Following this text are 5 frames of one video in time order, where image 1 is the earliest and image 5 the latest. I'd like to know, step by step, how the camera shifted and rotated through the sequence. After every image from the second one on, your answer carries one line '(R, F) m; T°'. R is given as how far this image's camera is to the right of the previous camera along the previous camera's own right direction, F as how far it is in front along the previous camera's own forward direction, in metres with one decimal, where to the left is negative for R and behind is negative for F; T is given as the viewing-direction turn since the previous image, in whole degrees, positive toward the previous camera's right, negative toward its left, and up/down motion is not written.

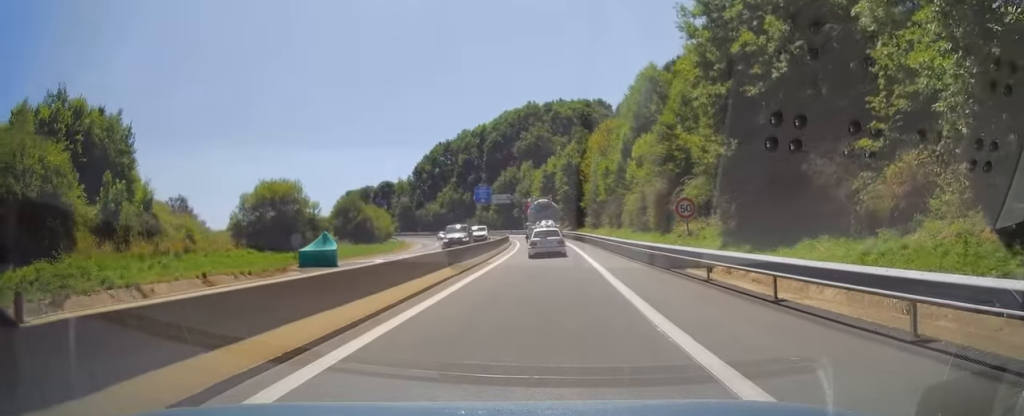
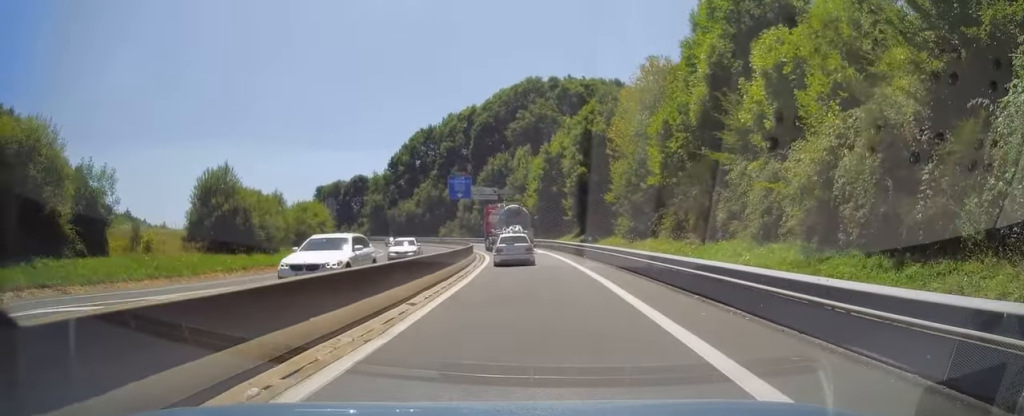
(+1.0, +31.9) m; +2°
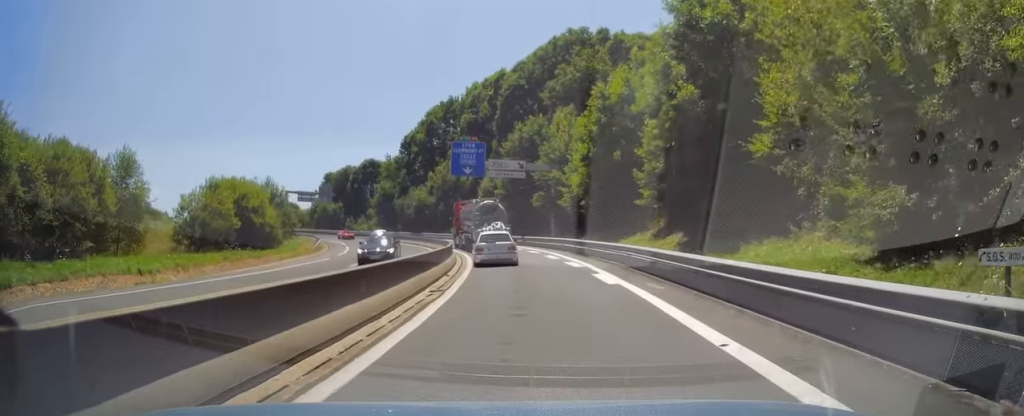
(-0.2, +26.8) m; -2°
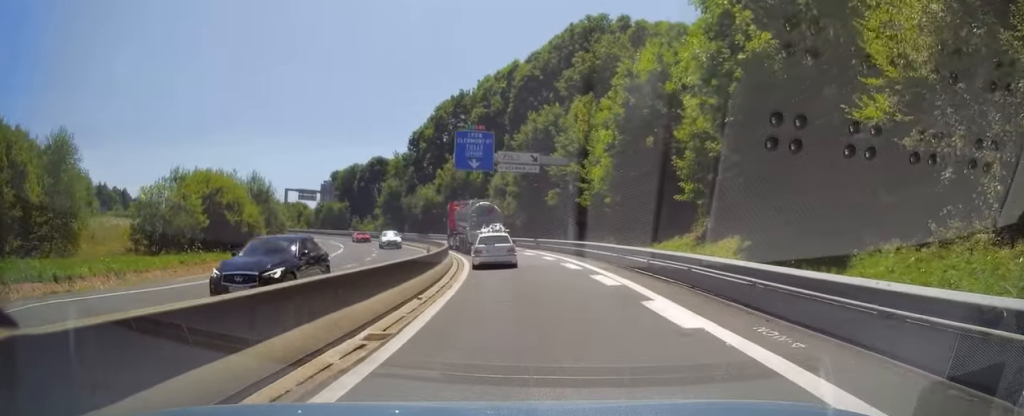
(0.0, +6.6) m; -1°
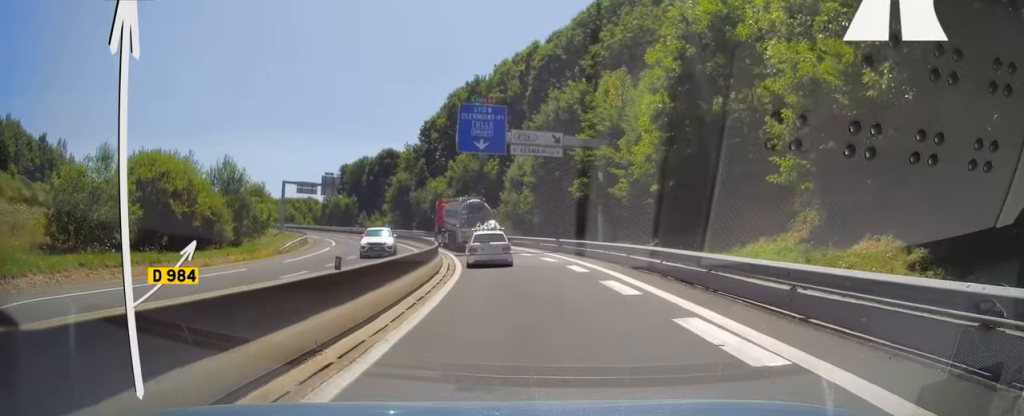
(-0.2, +9.1) m; -2°
